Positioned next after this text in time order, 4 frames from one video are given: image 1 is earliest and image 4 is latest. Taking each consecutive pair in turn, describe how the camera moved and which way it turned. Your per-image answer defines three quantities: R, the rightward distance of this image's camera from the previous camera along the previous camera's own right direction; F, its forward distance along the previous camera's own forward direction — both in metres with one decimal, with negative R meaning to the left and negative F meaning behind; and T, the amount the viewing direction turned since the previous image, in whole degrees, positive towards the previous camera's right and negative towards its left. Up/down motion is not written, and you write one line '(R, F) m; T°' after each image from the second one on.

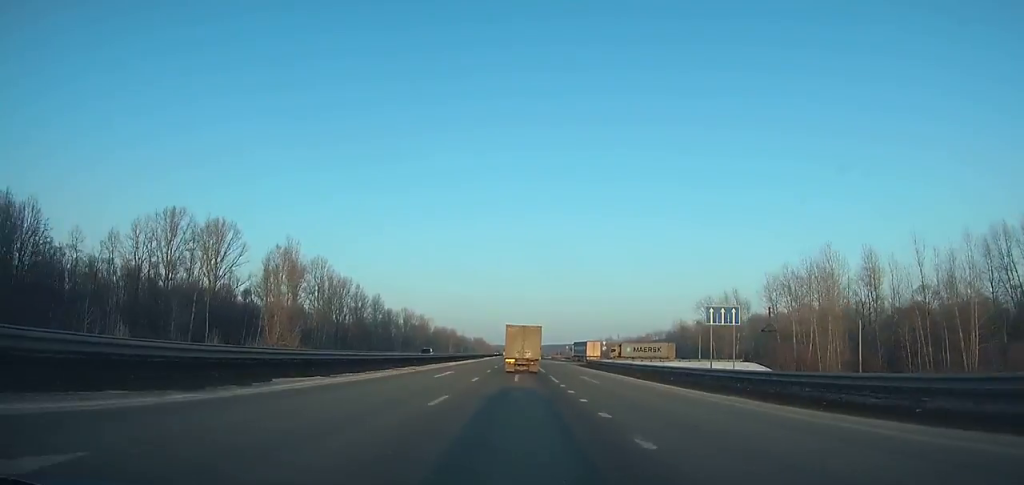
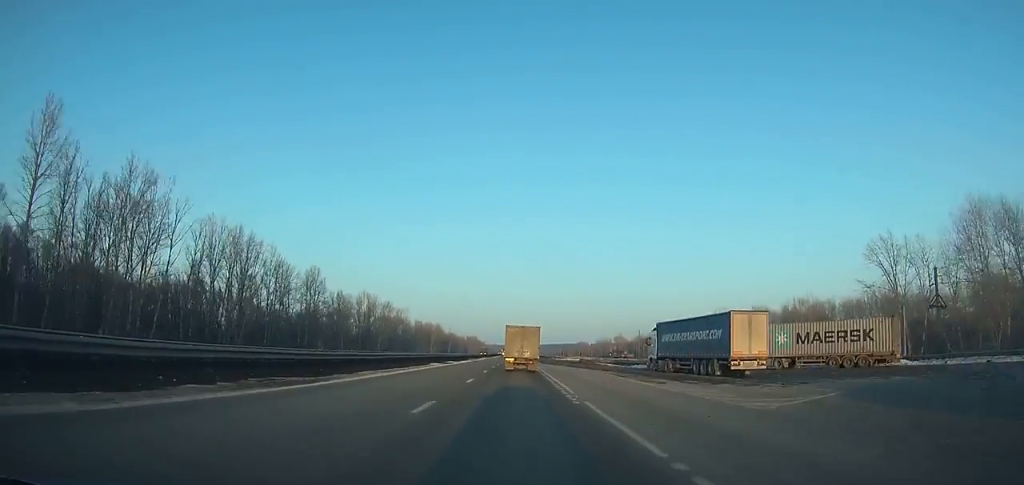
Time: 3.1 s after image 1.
(-0.1, +75.0) m; 0°
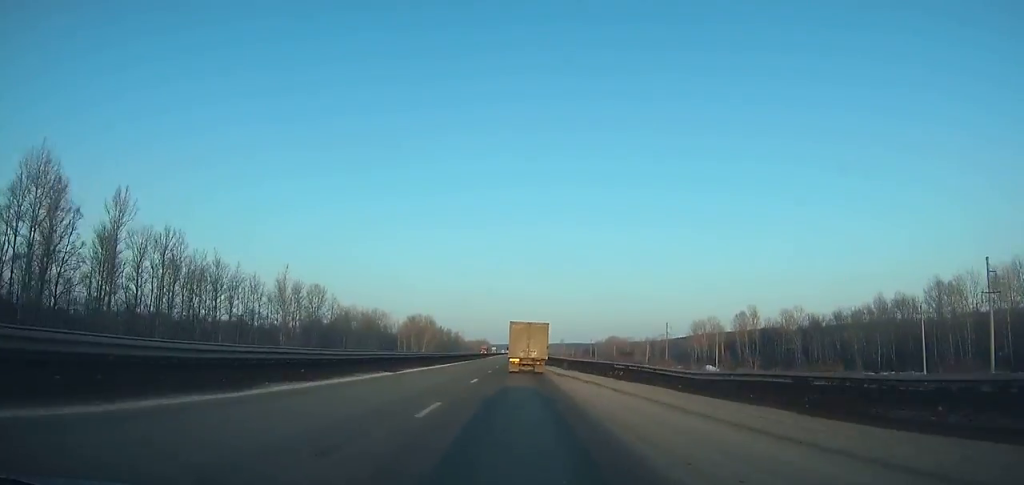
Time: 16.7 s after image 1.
(-2.9, +336.7) m; 0°
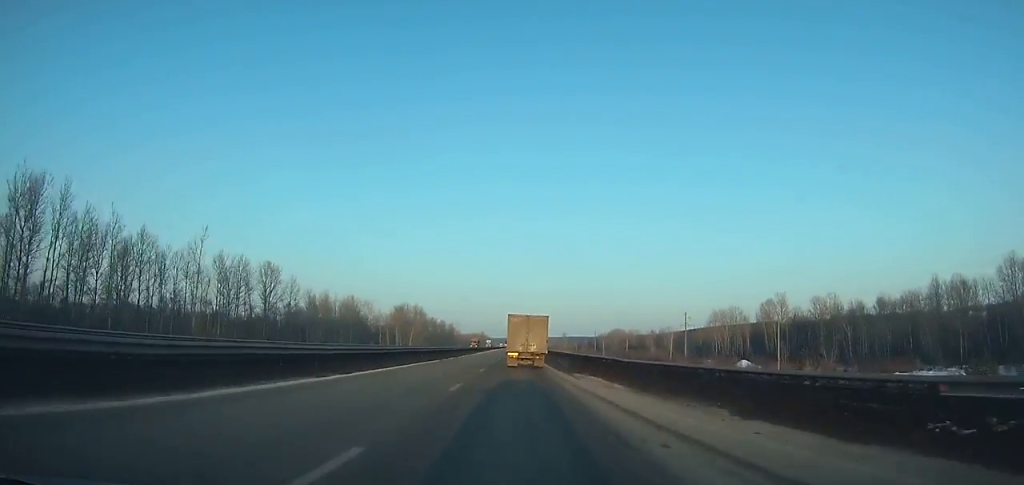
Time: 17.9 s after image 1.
(0.0, +30.2) m; 0°
